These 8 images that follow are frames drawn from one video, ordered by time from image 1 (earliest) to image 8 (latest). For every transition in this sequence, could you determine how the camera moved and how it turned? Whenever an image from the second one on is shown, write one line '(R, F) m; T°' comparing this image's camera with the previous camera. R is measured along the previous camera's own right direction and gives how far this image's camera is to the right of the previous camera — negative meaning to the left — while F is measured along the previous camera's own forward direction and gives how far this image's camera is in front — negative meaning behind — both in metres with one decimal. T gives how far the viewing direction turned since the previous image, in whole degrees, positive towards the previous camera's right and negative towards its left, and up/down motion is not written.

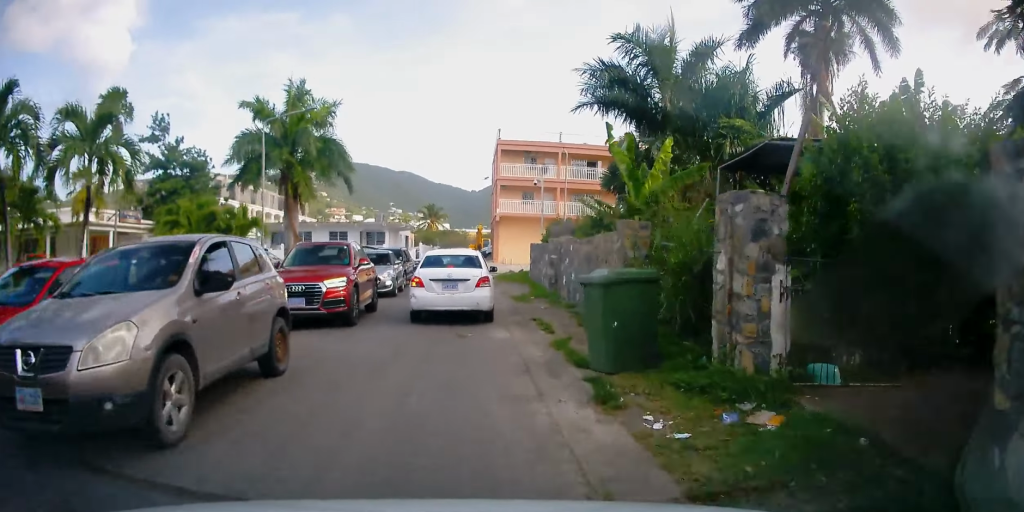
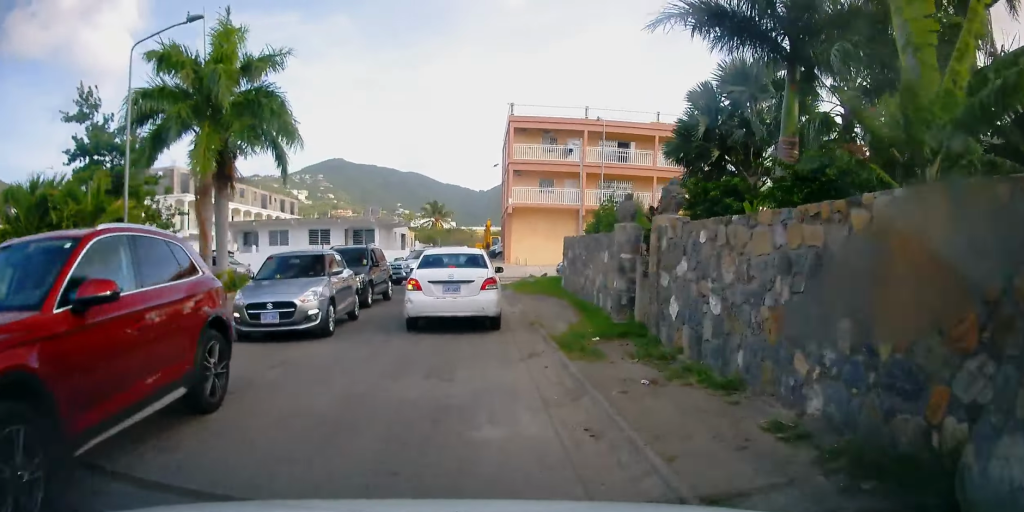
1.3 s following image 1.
(-0.1, +9.1) m; +3°
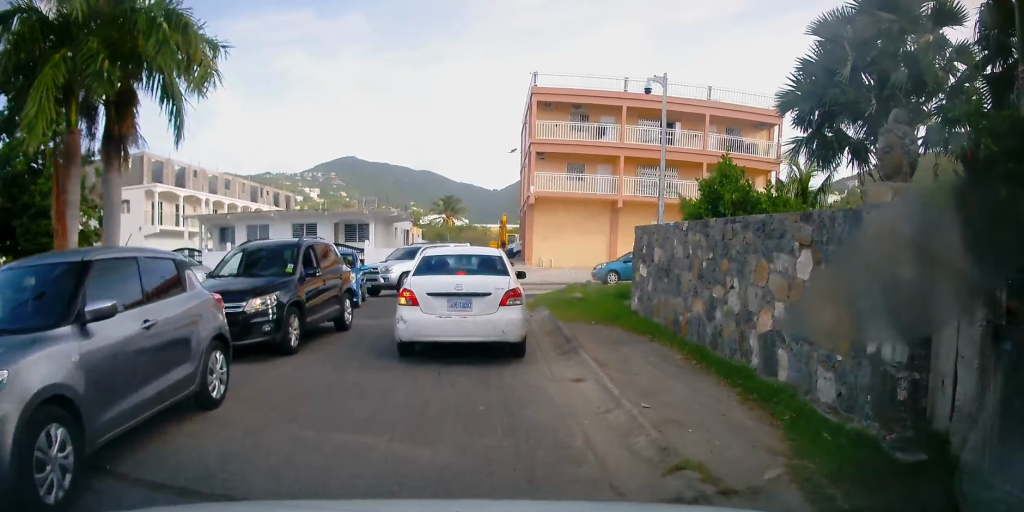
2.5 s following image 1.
(+0.4, +7.7) m; -1°
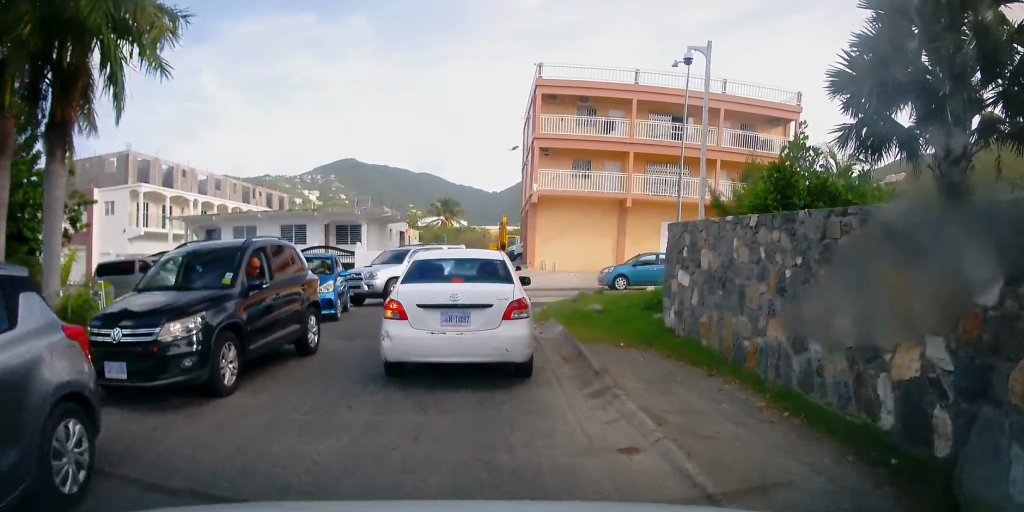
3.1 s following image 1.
(-0.2, +2.7) m; -3°
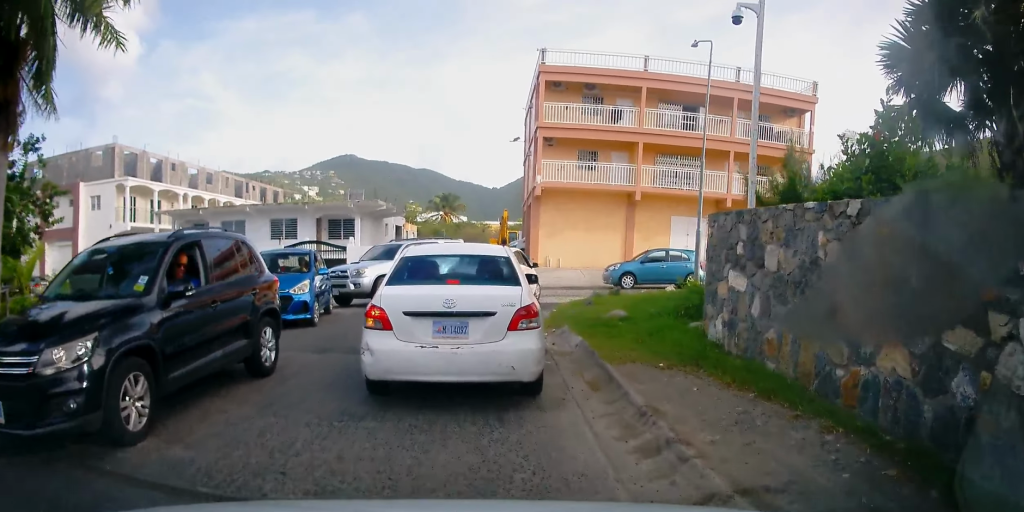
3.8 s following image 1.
(0.0, +2.2) m; -1°
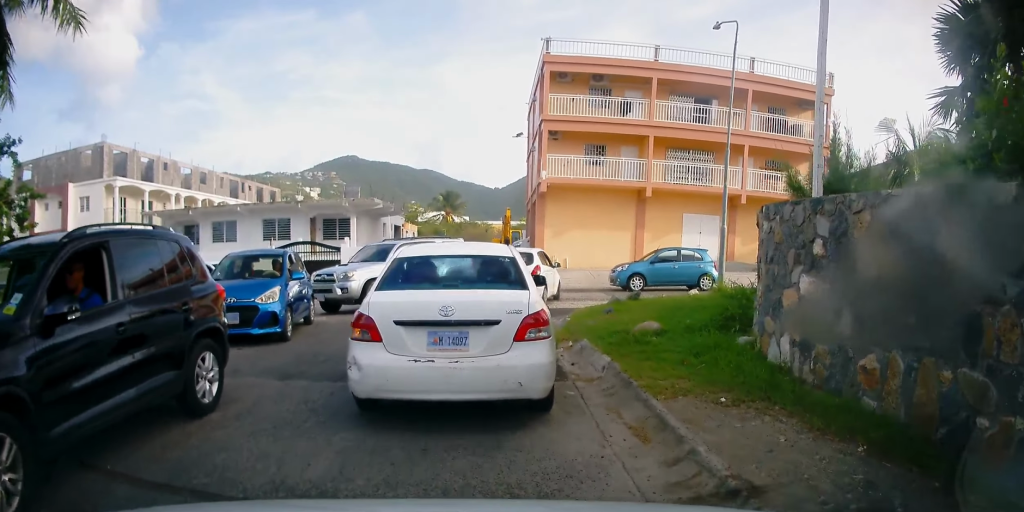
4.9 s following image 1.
(0.0, +2.2) m; 0°
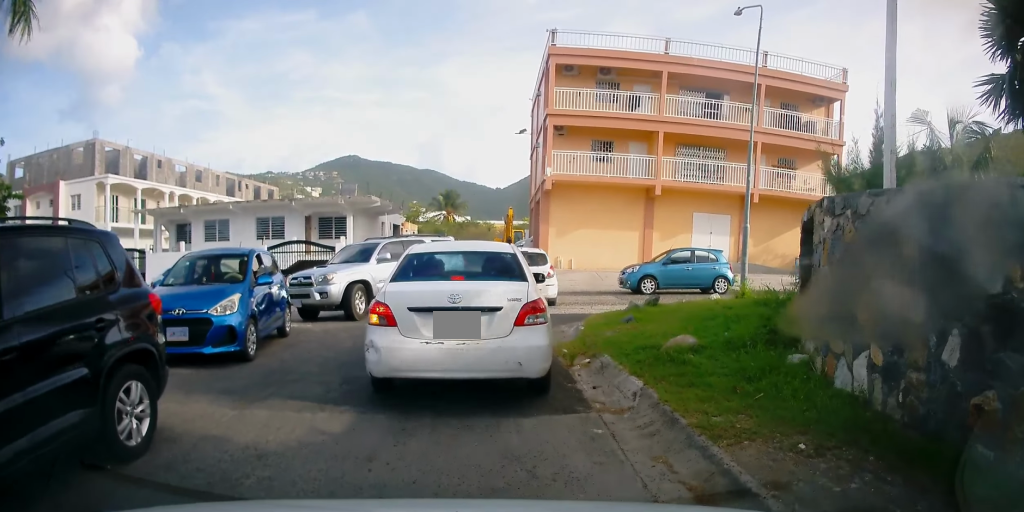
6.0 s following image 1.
(0.0, +1.4) m; 0°
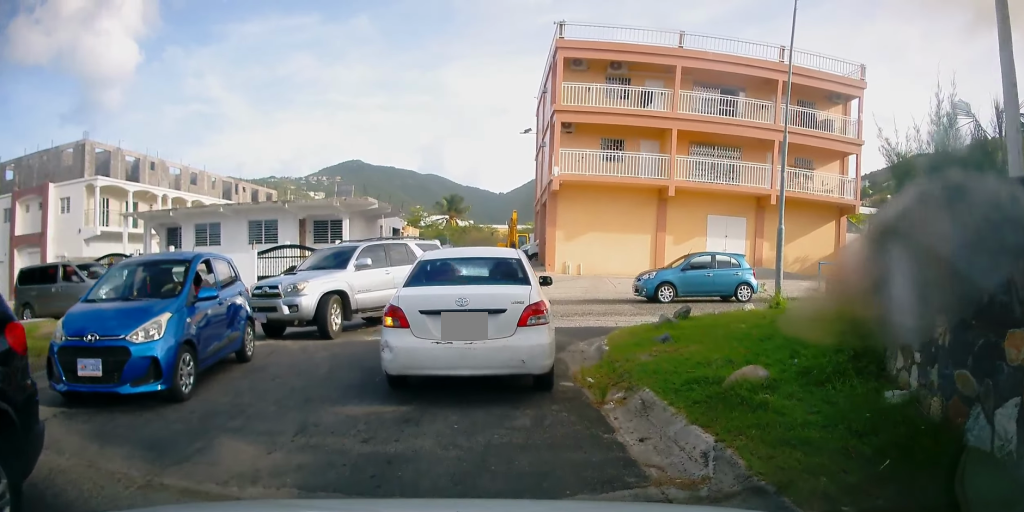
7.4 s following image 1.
(0.0, +1.5) m; 0°
